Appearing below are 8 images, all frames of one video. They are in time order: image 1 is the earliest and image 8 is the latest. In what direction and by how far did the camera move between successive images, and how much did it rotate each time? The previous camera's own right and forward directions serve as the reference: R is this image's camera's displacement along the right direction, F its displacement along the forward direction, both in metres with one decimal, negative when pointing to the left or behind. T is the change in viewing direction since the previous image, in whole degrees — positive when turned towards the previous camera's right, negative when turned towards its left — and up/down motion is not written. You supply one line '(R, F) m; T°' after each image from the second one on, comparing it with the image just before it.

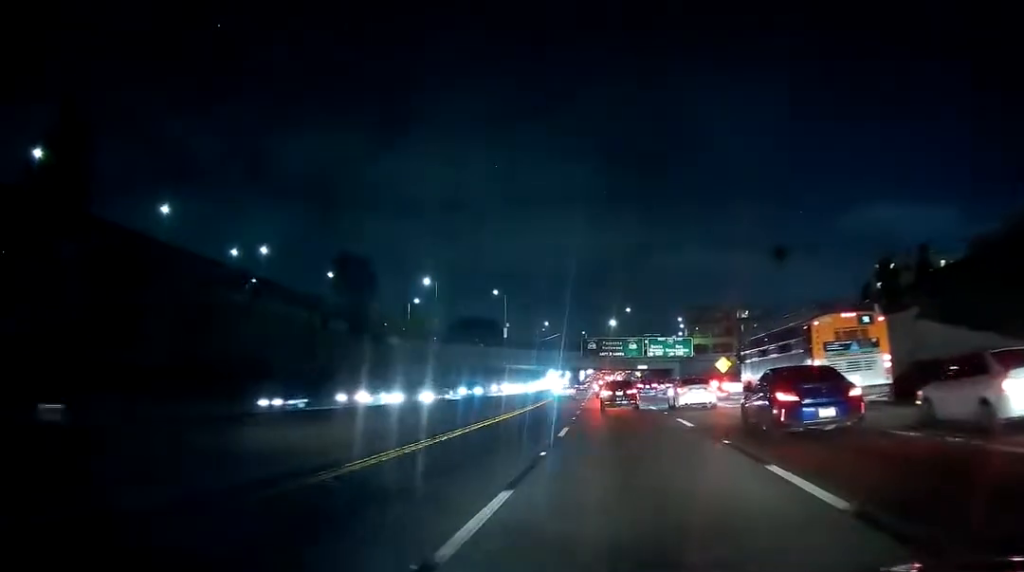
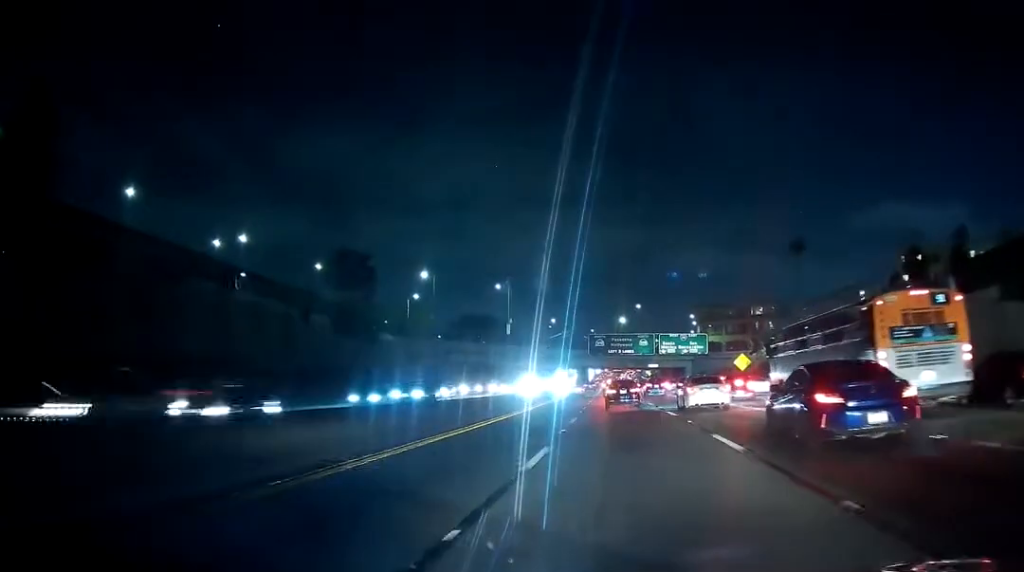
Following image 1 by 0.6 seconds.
(+0.4, +8.2) m; 0°
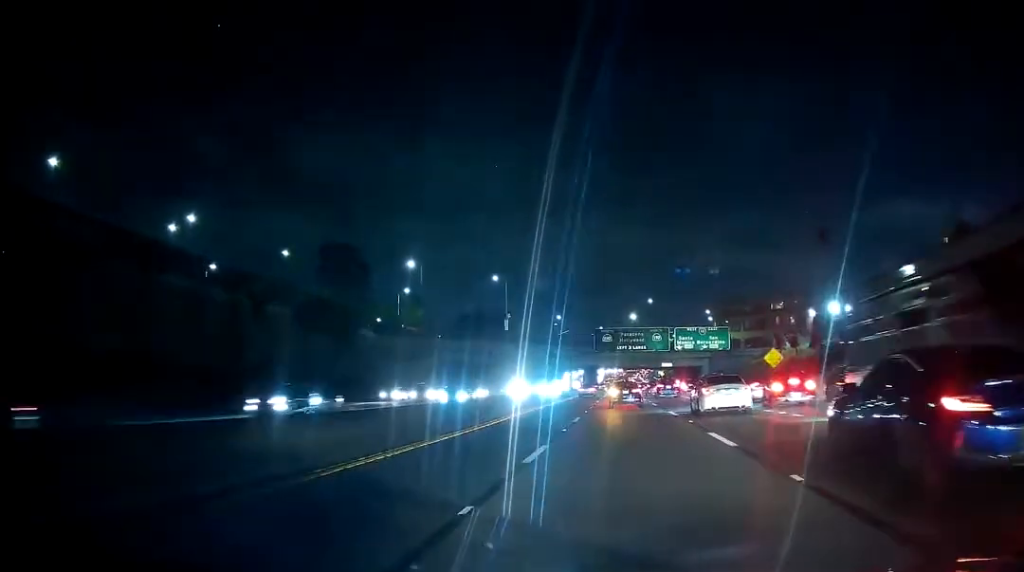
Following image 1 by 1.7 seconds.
(-0.6, +13.8) m; 0°
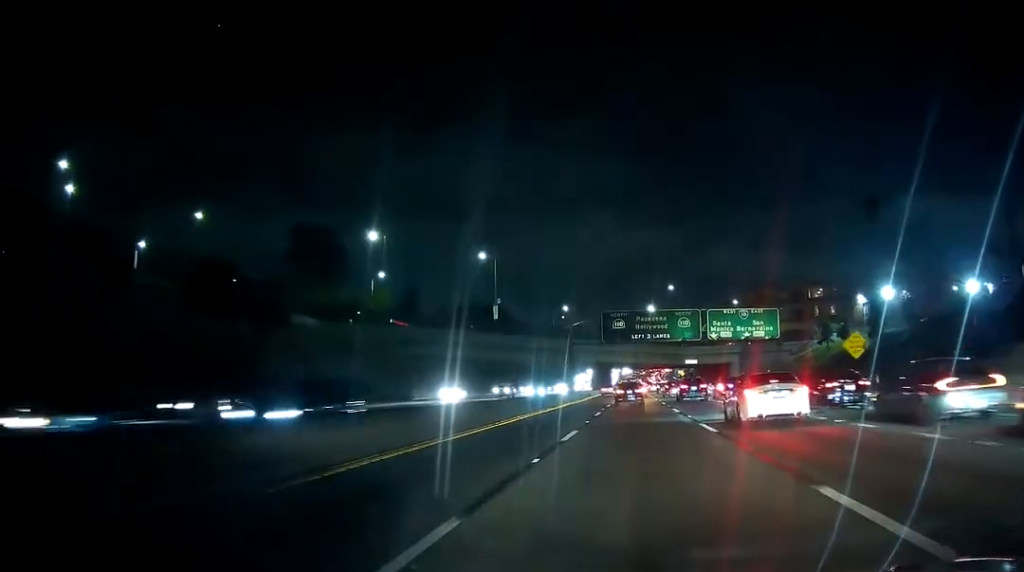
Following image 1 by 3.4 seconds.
(0.0, +23.9) m; 0°
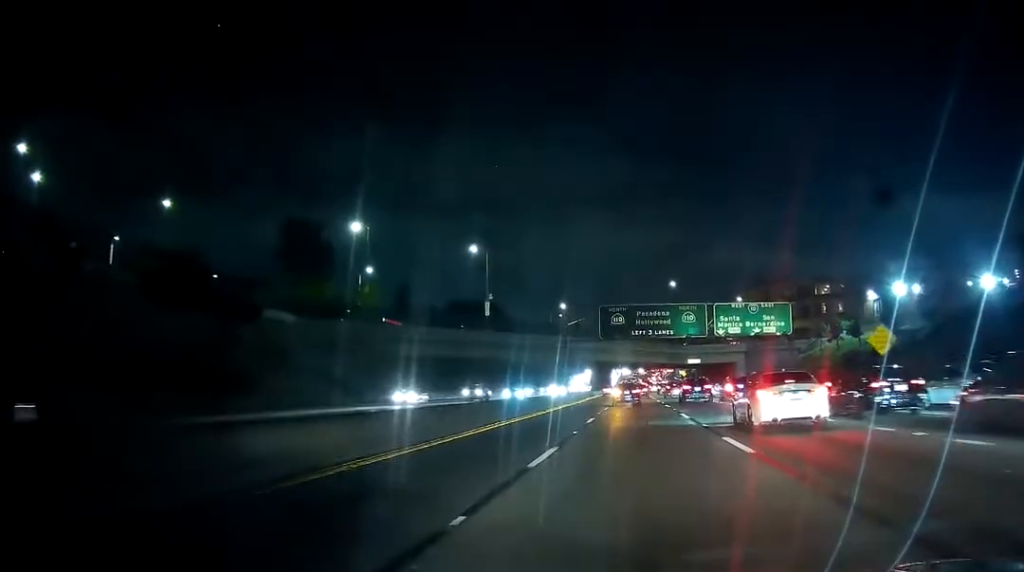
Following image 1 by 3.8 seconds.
(0.0, +6.3) m; 0°
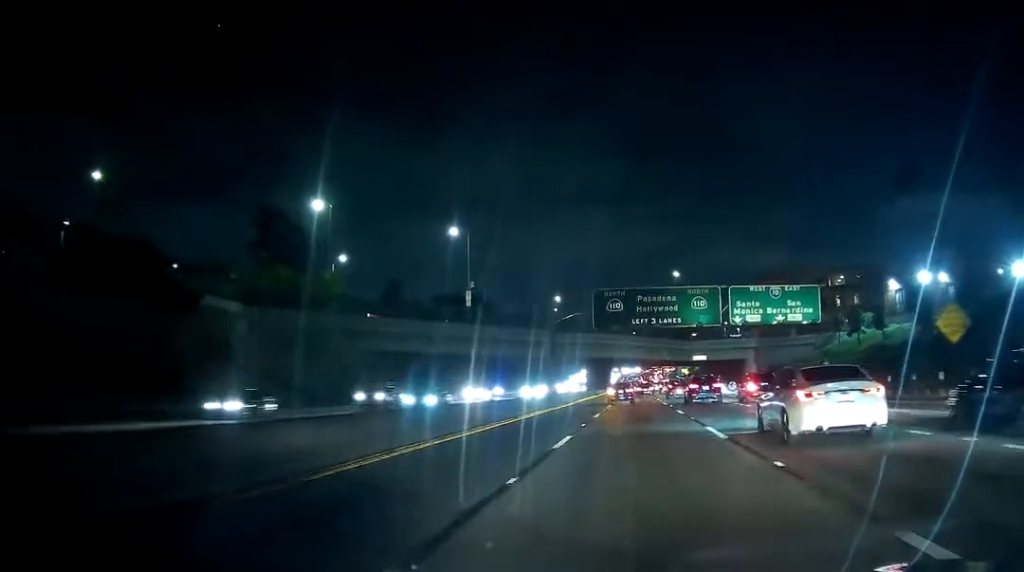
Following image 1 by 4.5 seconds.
(+0.5, +10.9) m; 0°
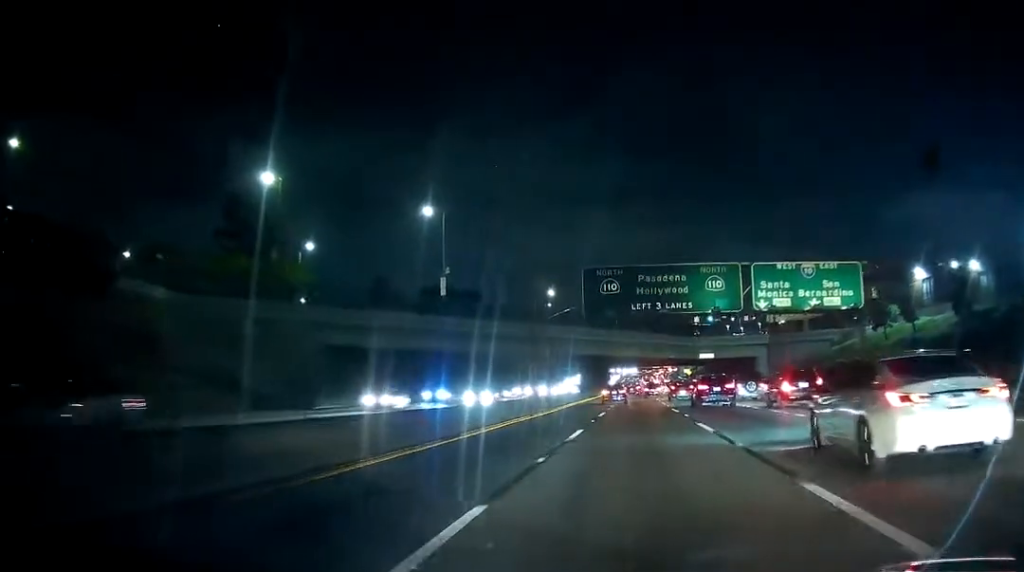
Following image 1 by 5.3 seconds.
(-0.4, +11.9) m; -1°
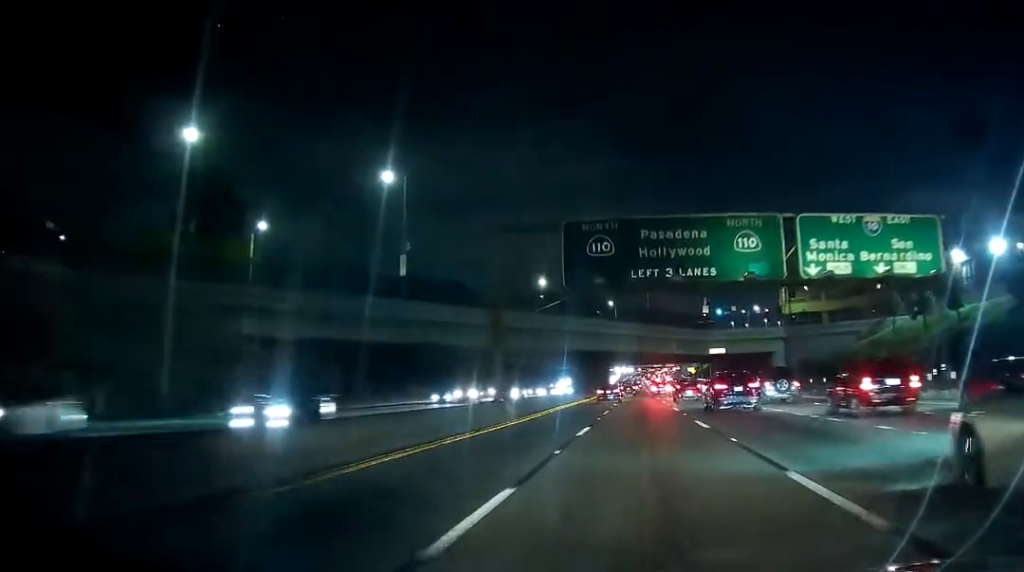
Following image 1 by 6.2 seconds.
(0.0, +13.9) m; 0°
